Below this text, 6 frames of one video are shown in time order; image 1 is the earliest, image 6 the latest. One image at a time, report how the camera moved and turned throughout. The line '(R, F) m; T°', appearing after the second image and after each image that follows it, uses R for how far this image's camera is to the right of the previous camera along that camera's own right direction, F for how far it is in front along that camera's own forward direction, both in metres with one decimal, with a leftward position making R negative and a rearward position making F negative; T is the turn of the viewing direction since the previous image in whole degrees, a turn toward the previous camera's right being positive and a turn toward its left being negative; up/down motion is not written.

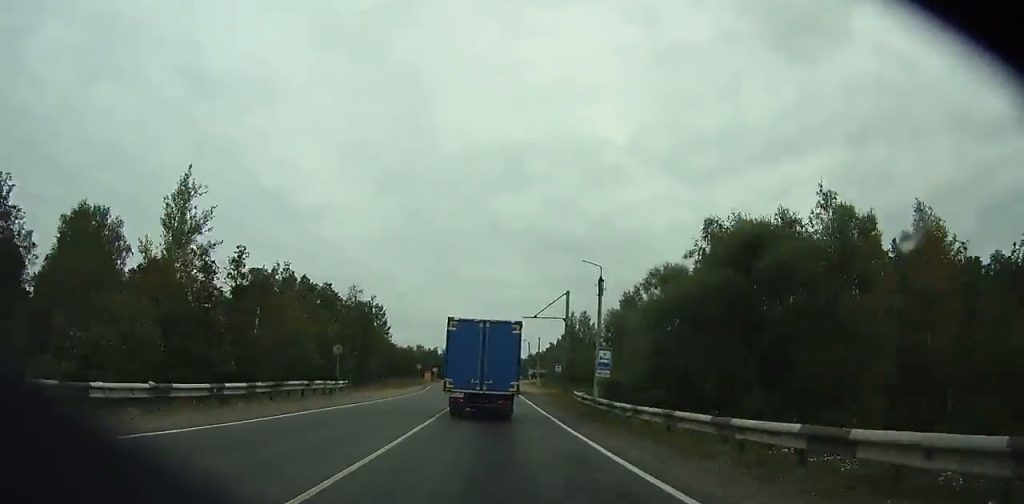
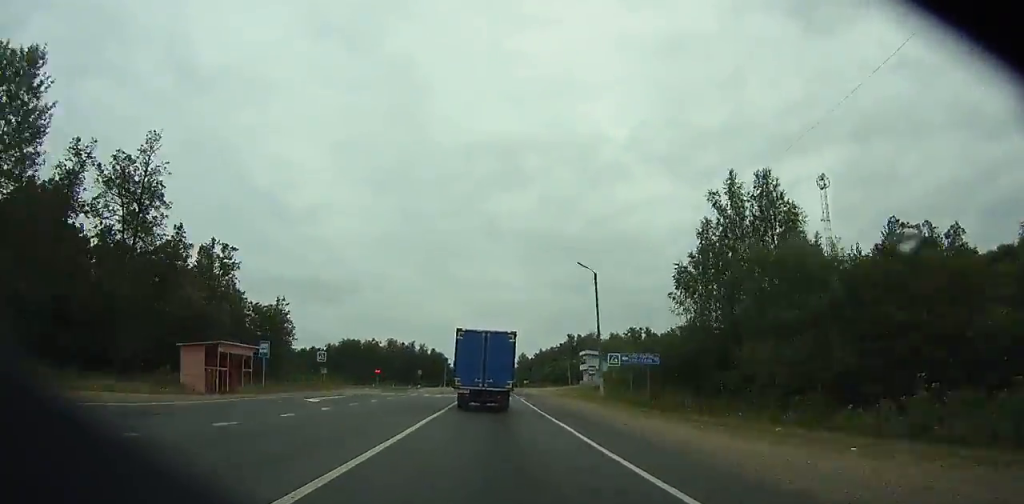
(+0.2, +93.5) m; 0°
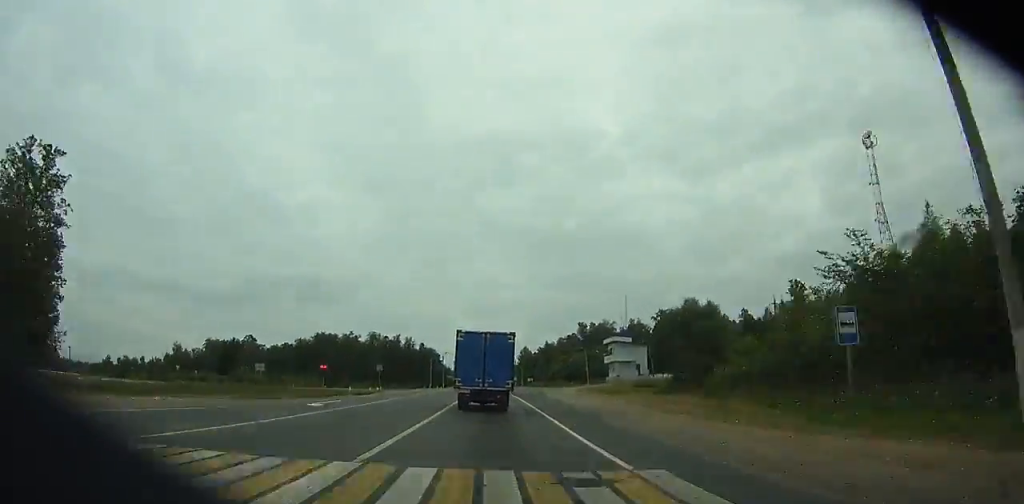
(+0.1, +37.3) m; 0°
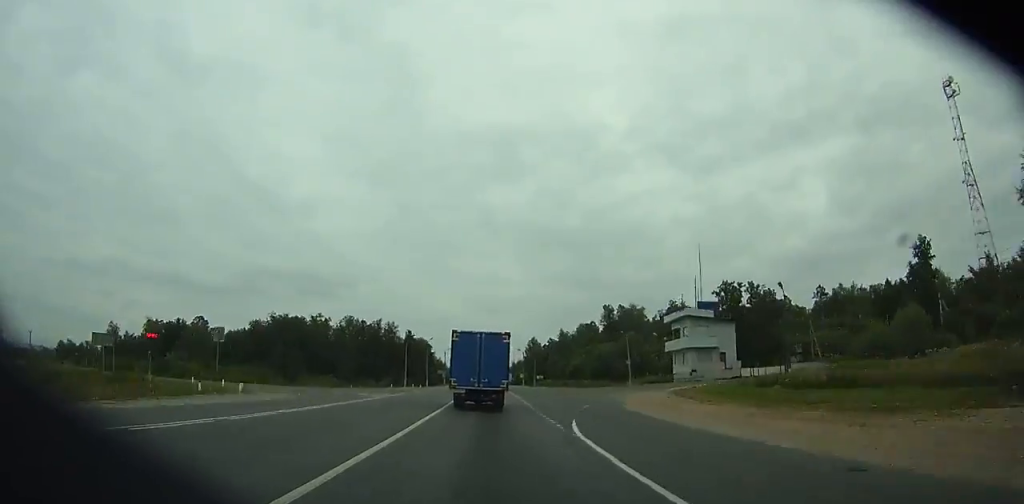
(+0.1, +42.9) m; 0°
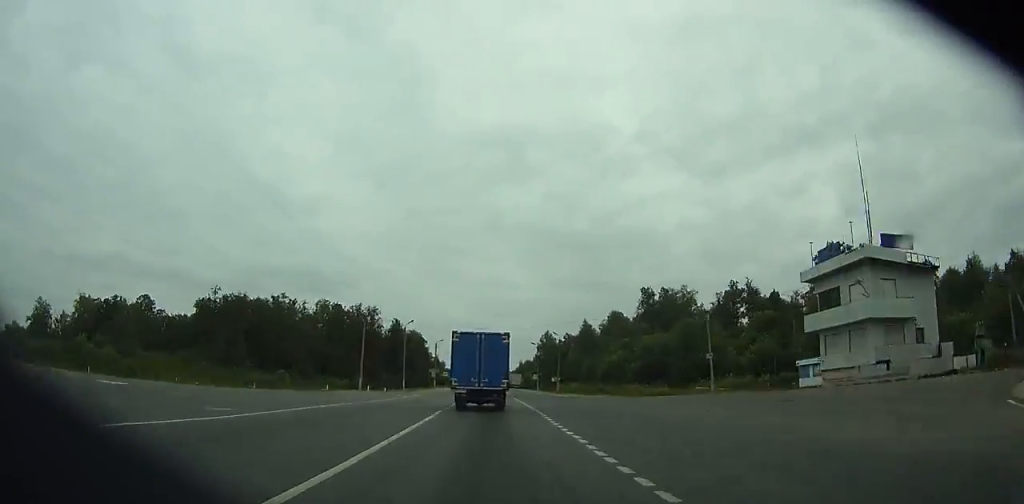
(0.0, +36.8) m; 0°
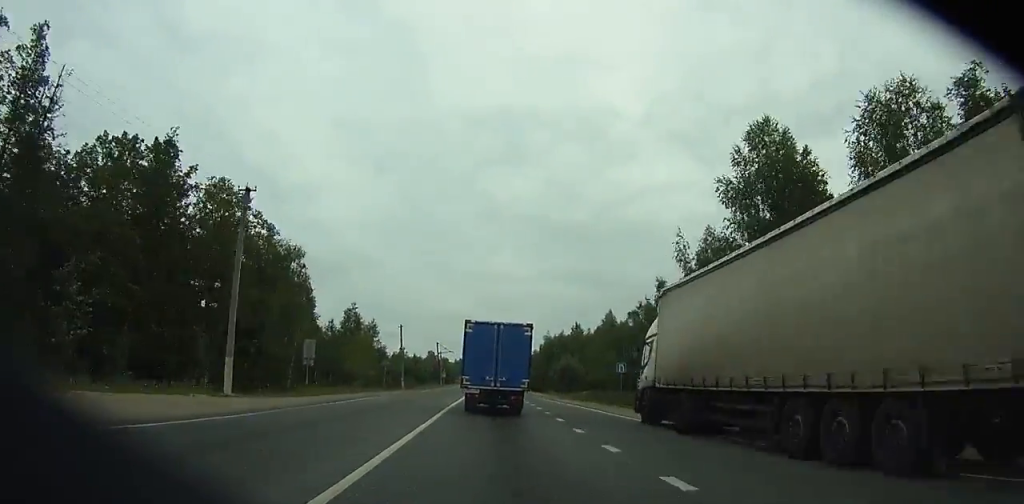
(-0.3, +146.5) m; 0°
